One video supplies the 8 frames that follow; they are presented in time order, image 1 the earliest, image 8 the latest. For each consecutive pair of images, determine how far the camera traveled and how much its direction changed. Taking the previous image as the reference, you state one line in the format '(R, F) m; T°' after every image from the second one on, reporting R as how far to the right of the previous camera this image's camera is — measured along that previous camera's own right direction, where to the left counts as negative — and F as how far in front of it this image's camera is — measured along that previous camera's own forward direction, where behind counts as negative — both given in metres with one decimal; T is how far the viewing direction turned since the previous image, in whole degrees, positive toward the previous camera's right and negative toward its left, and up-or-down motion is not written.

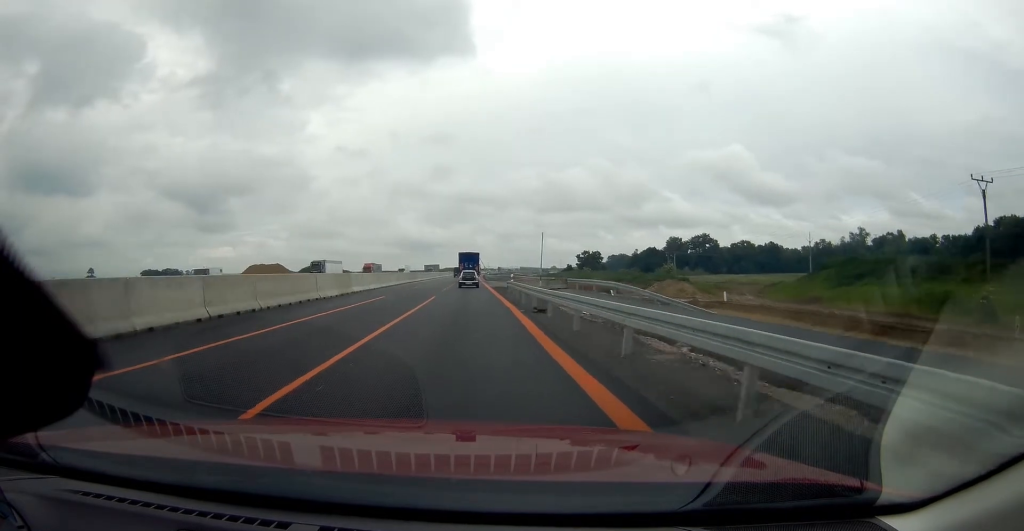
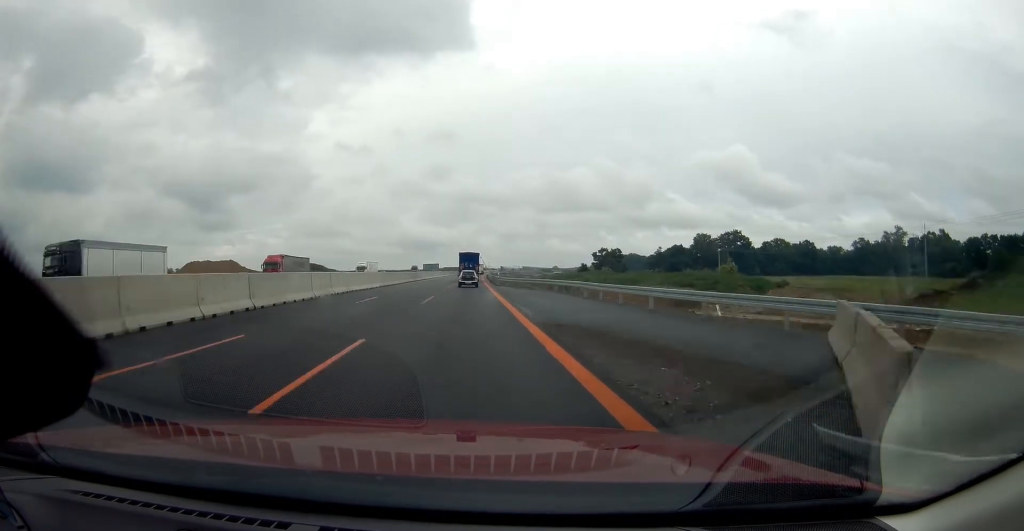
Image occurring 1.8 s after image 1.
(-0.7, +36.0) m; -2°
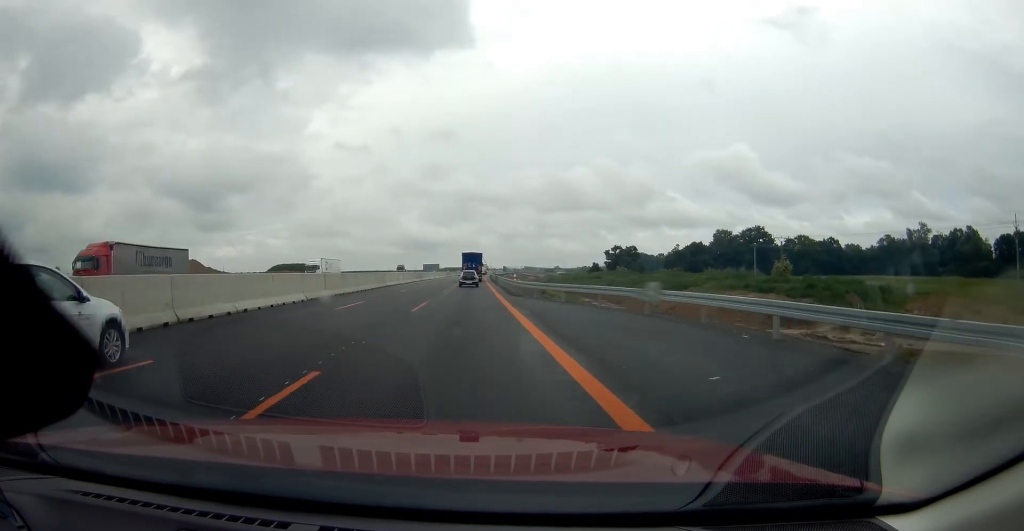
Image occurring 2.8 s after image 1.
(0.0, +21.1) m; 0°
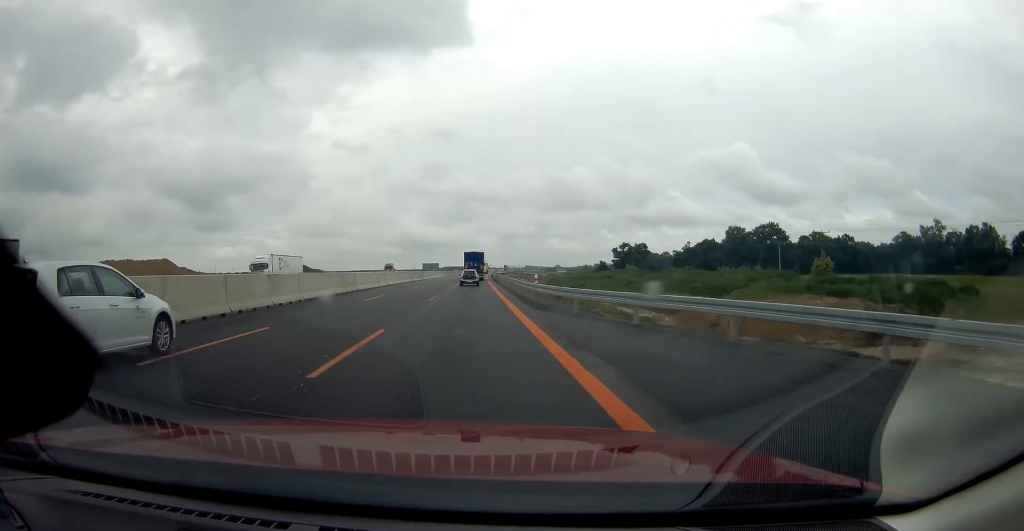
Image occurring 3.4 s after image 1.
(+0.1, +11.7) m; -1°
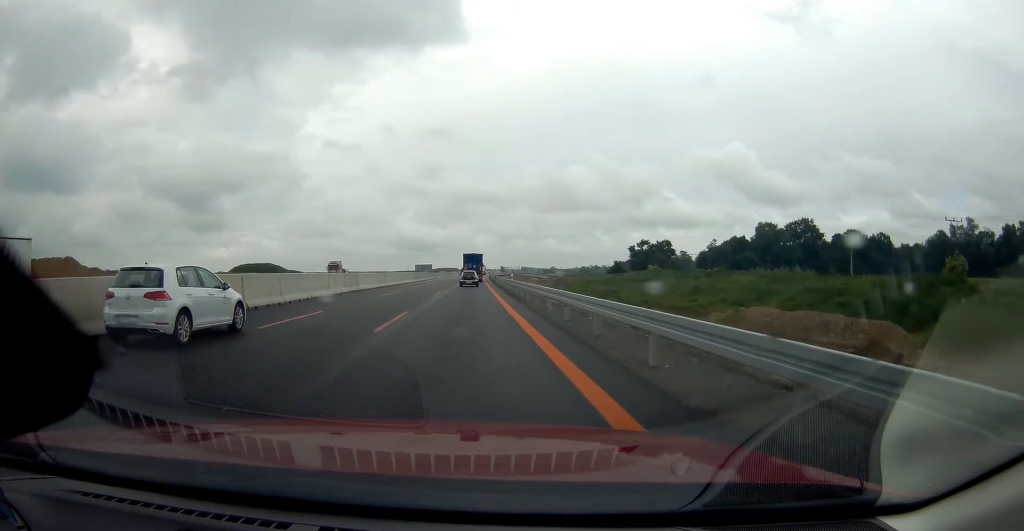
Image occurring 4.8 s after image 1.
(-0.2, +29.9) m; +1°
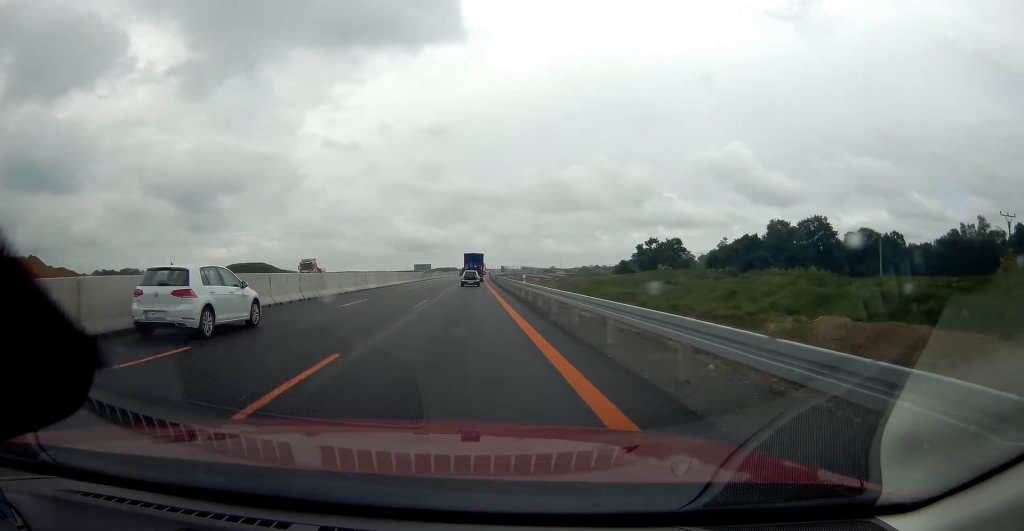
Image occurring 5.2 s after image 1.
(+0.1, +9.2) m; +1°
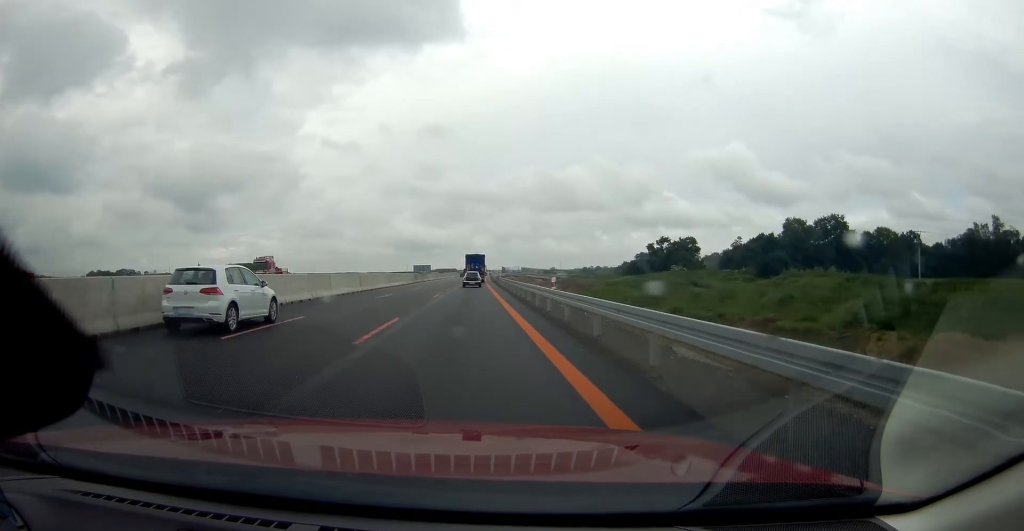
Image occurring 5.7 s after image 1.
(+0.1, +10.6) m; 0°
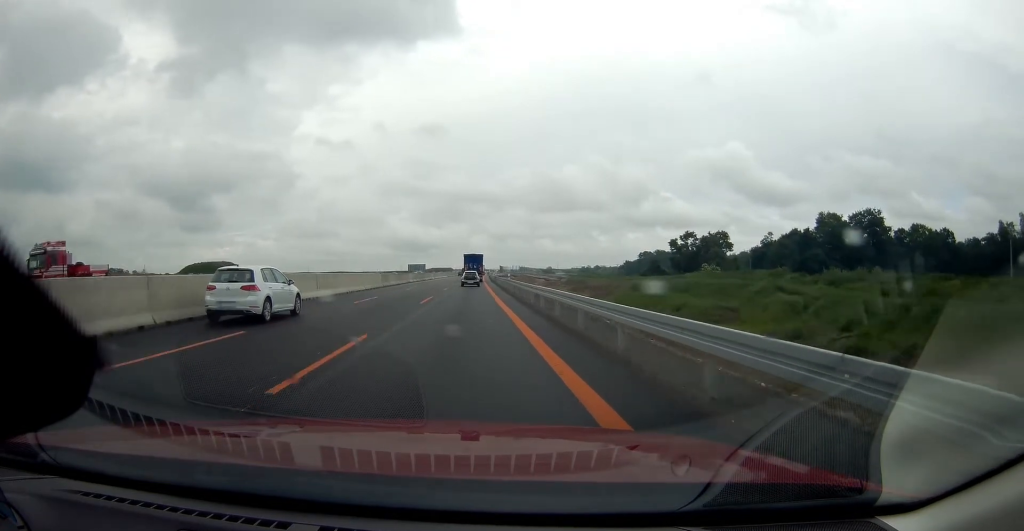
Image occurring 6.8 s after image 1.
(+0.1, +22.1) m; 0°
